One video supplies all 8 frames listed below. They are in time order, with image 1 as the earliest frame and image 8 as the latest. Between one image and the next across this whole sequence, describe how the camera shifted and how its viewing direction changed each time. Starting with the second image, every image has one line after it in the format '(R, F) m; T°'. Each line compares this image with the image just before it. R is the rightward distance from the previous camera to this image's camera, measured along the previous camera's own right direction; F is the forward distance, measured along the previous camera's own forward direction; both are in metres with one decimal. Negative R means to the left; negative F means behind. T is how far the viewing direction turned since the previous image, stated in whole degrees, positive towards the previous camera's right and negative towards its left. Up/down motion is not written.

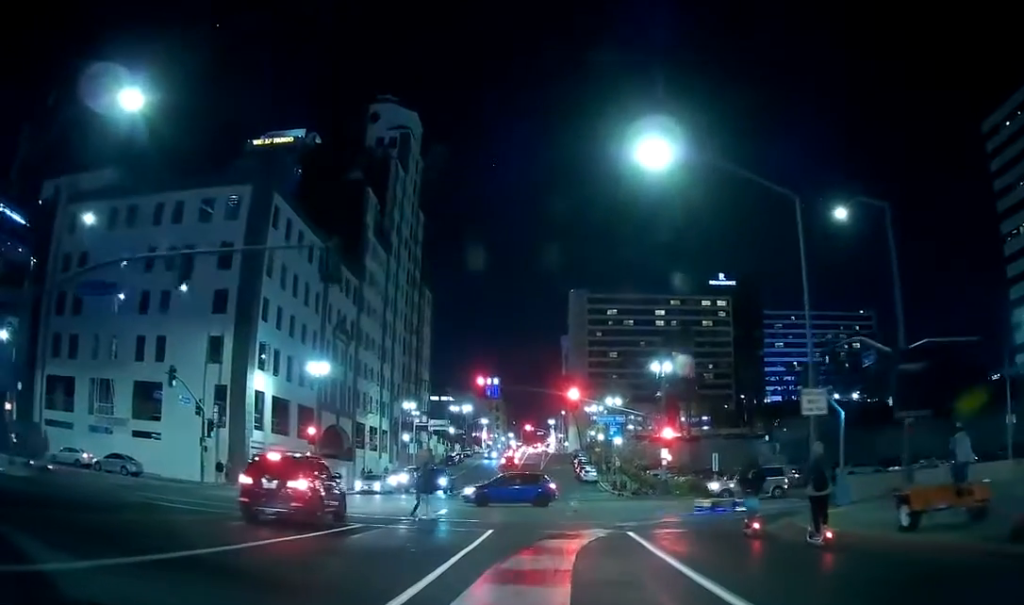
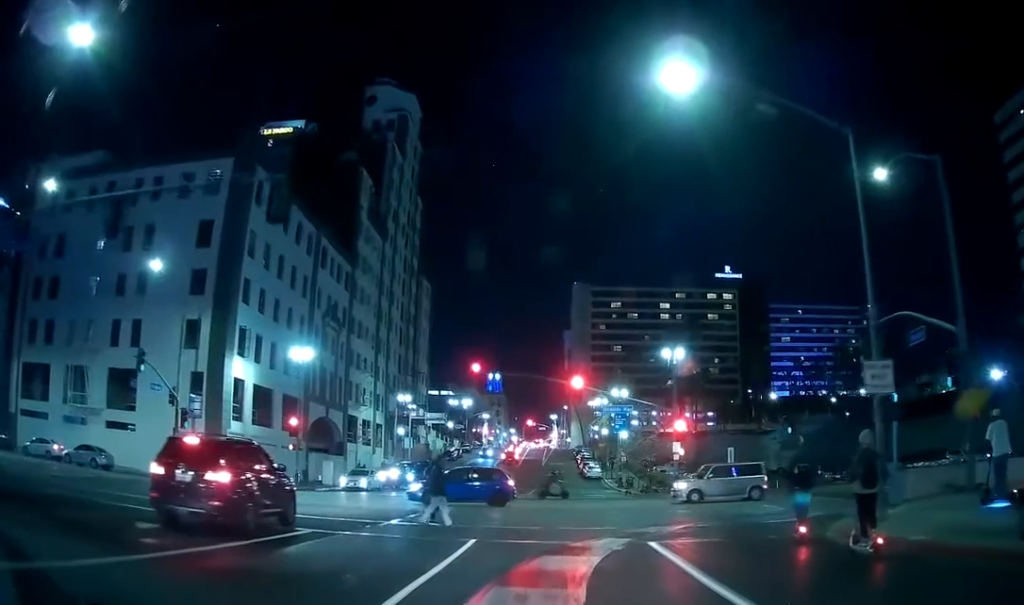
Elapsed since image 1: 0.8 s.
(0.0, +3.5) m; 0°
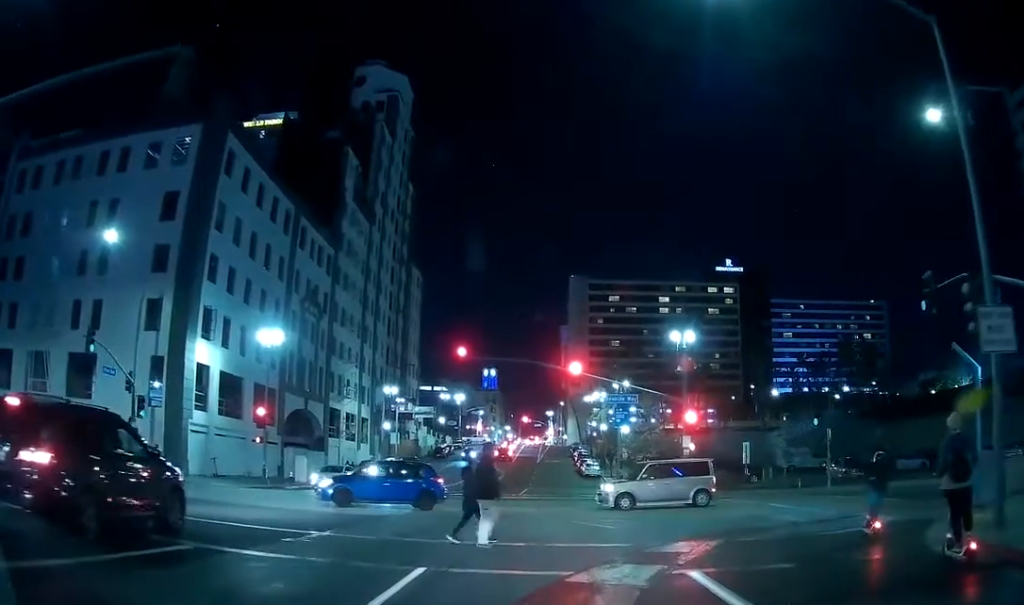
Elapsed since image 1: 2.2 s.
(0.0, +5.1) m; 0°
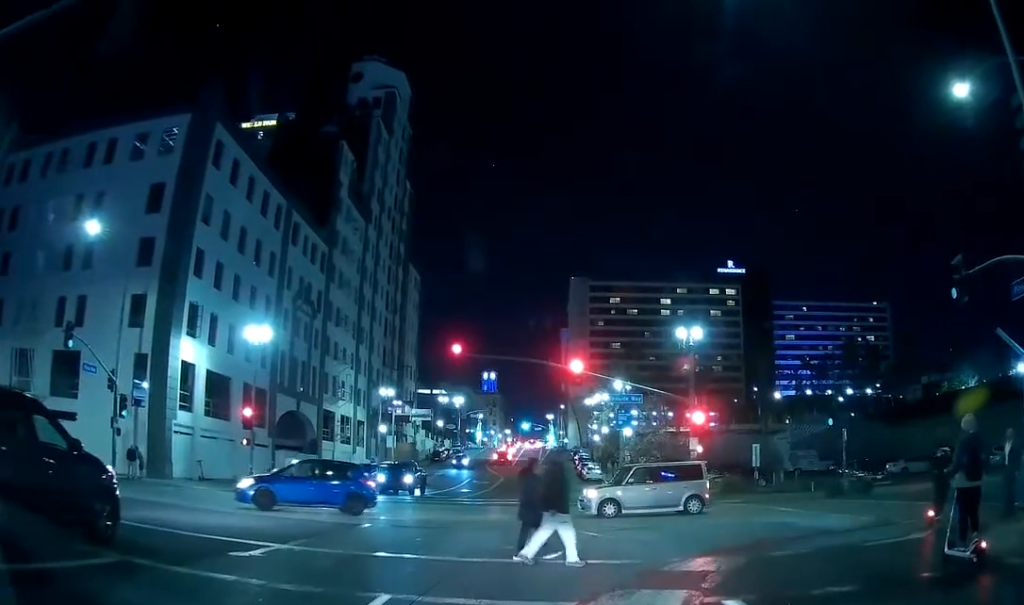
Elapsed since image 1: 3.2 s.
(0.0, +3.0) m; 0°
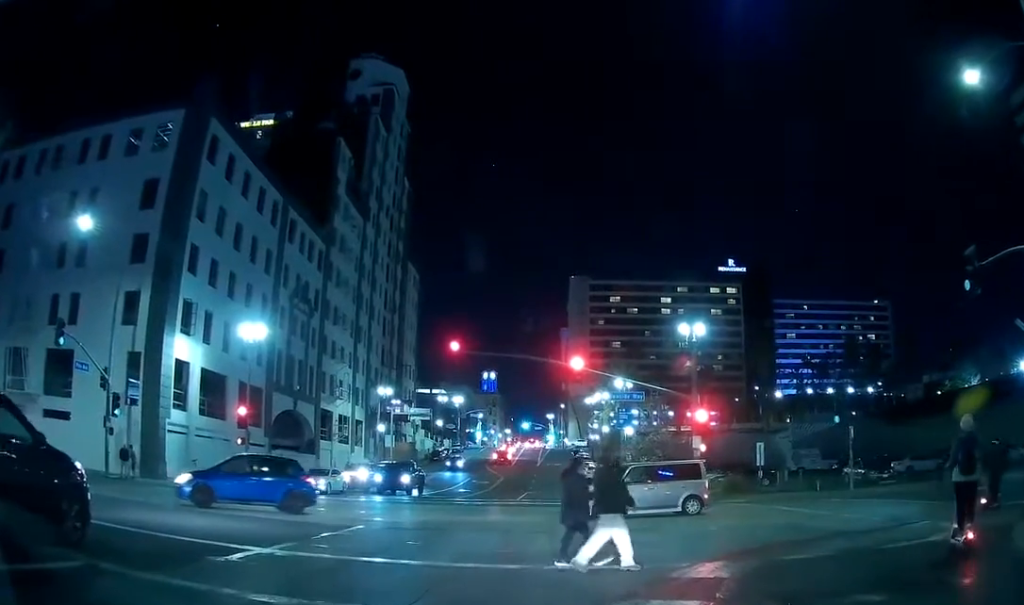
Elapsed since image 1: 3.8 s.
(0.0, +1.2) m; 0°
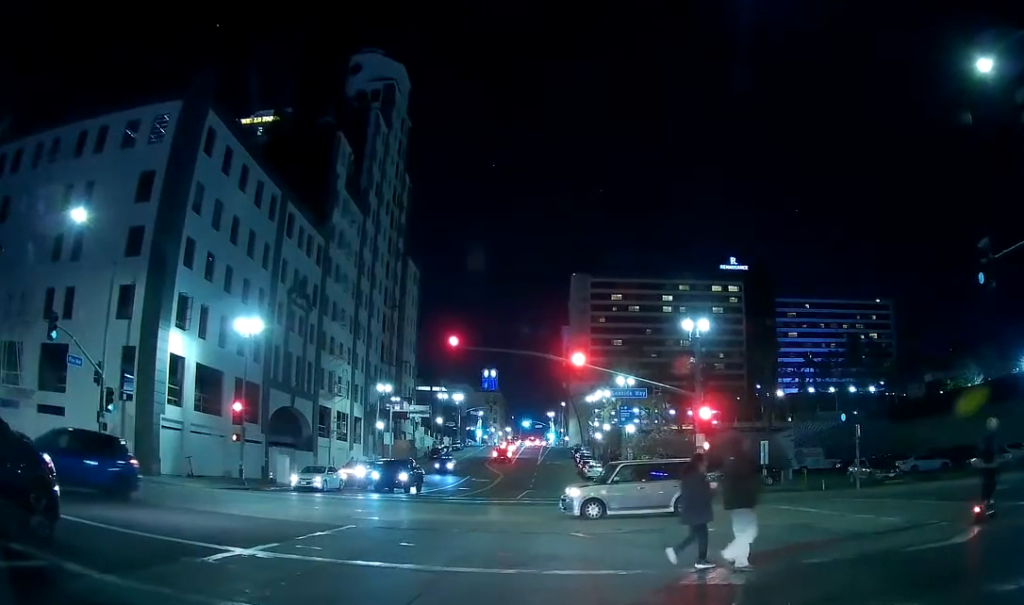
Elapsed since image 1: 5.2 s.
(0.0, +0.9) m; 0°
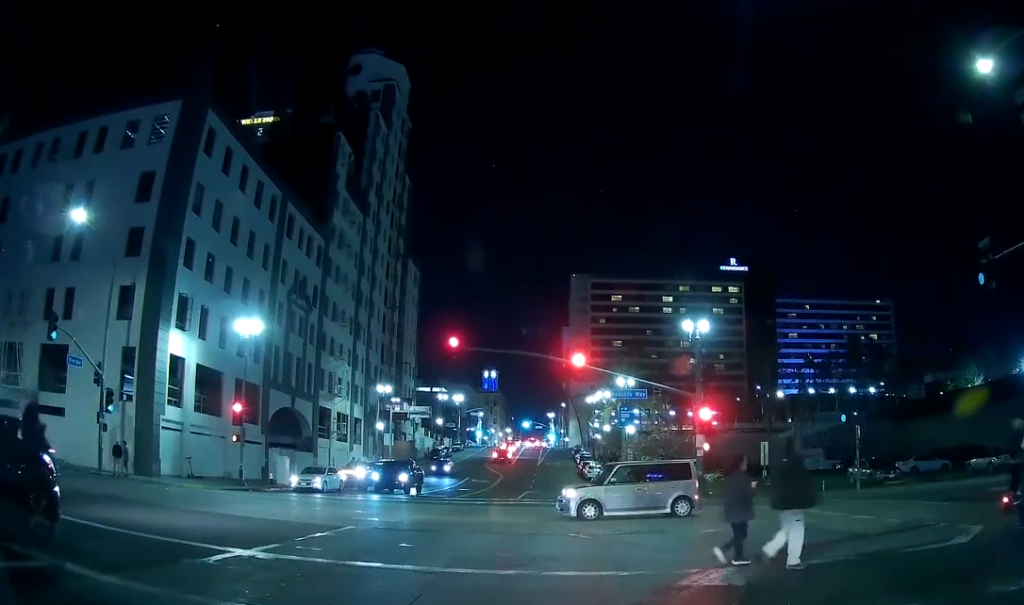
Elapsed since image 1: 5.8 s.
(0.0, 0.0) m; 0°
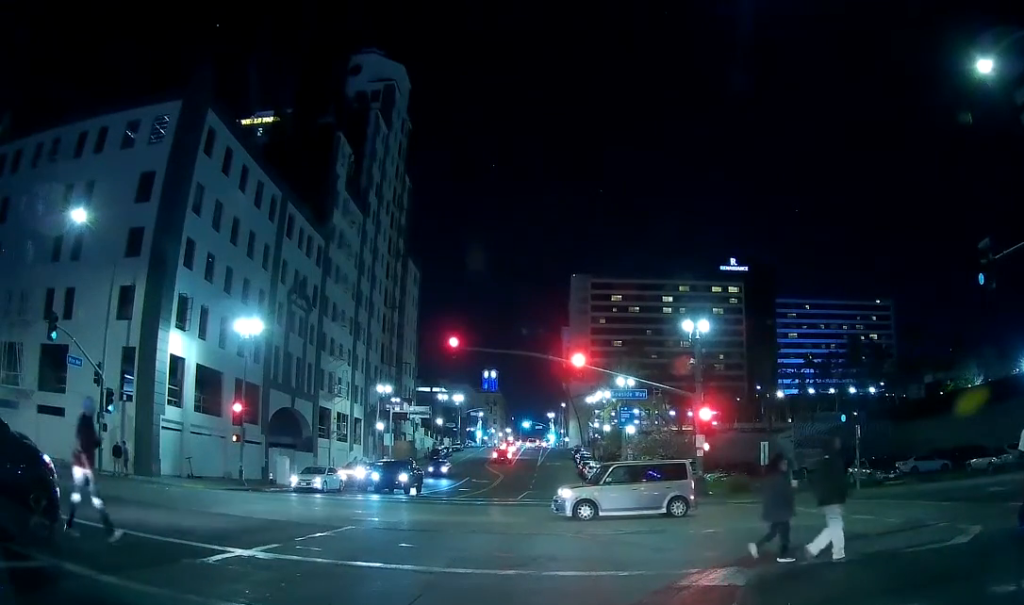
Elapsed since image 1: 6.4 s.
(0.0, 0.0) m; 0°
